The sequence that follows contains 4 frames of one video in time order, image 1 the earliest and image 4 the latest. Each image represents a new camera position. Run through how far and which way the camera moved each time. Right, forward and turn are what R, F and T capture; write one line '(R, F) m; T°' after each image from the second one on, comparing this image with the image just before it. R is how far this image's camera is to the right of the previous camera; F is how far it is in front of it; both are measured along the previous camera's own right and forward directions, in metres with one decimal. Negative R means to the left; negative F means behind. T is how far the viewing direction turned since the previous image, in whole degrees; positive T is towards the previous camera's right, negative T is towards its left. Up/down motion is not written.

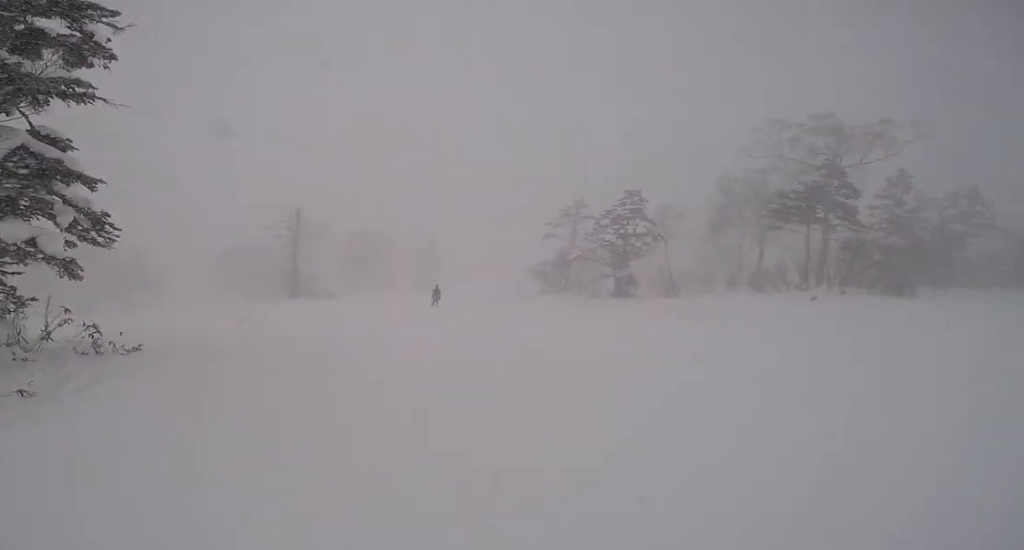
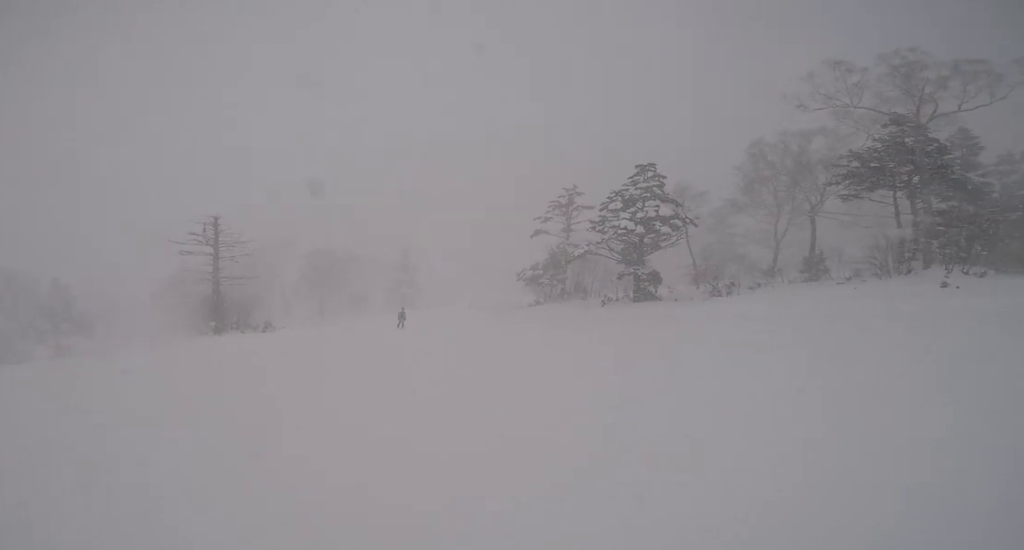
(+0.1, +10.9) m; 0°
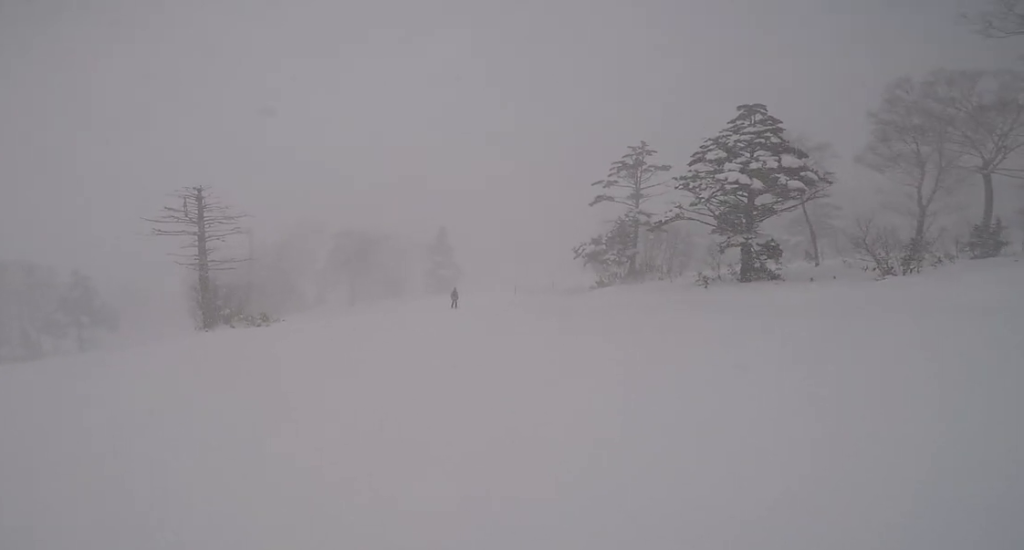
(-0.3, +8.1) m; -5°
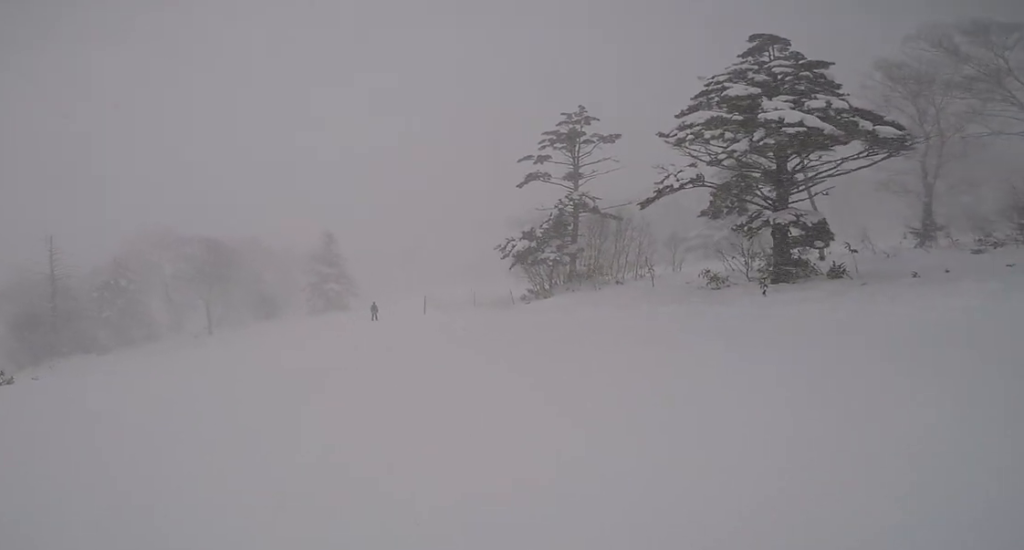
(+0.5, +12.3) m; +5°
